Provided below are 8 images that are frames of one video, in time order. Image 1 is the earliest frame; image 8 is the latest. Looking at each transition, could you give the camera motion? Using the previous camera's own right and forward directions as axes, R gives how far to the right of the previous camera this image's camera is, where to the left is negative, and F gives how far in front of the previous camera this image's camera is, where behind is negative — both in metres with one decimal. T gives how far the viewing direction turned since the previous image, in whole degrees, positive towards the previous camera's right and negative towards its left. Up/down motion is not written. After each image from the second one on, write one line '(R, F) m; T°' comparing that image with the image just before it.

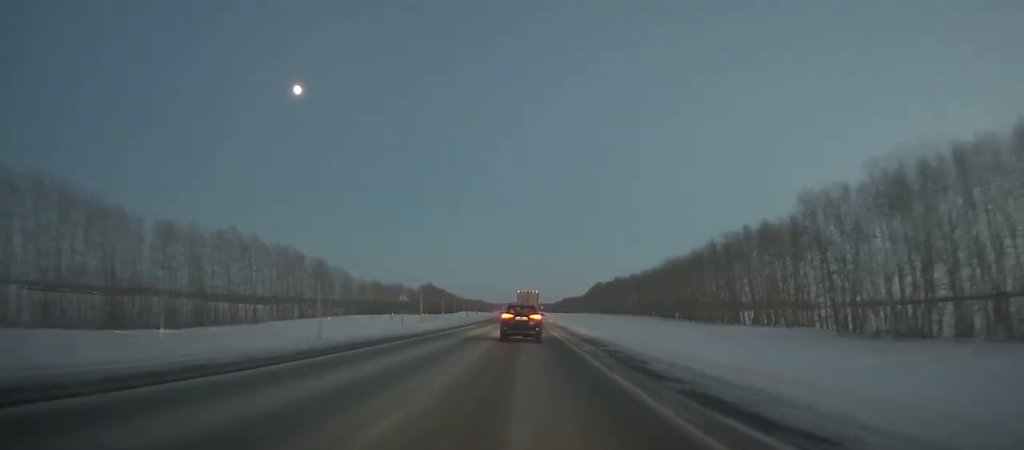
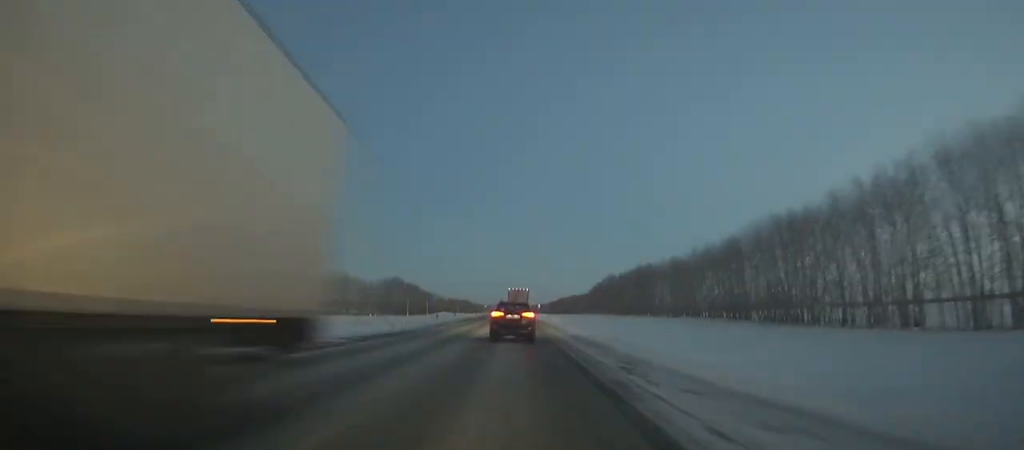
(+0.4, +72.2) m; +1°
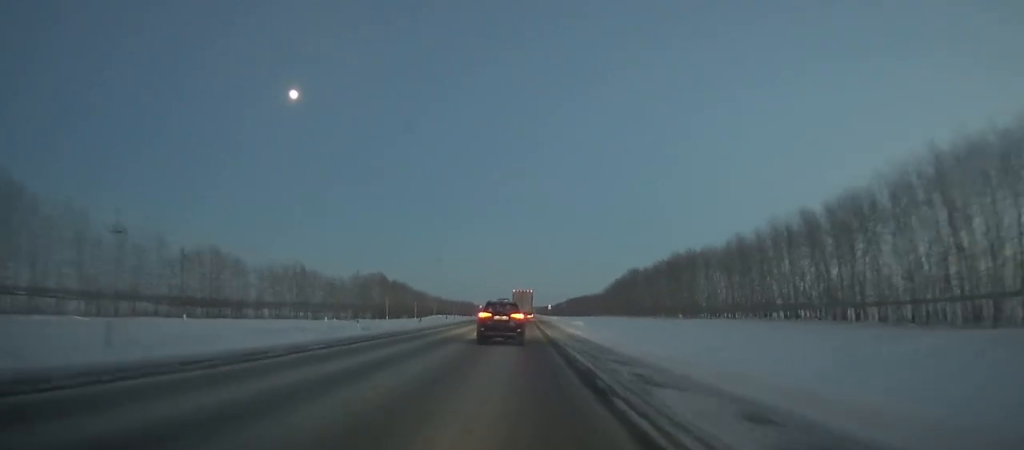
(+0.2, +41.9) m; 0°
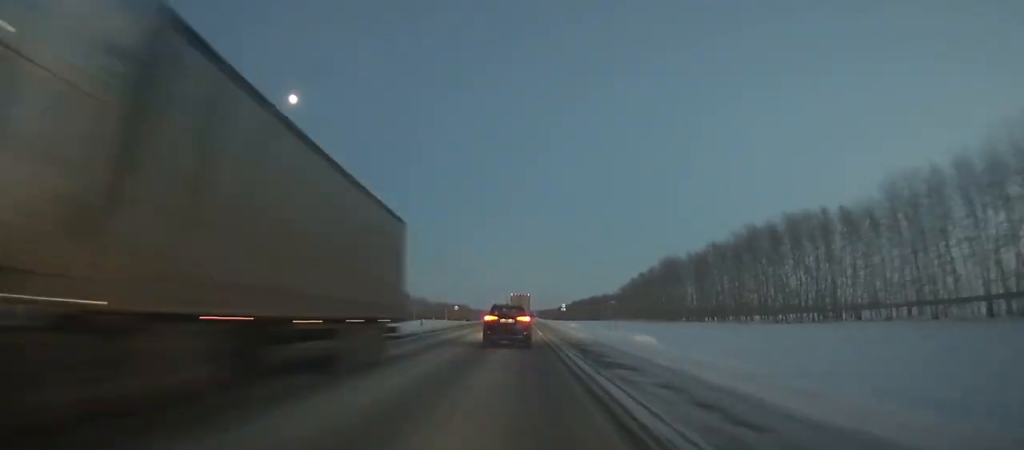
(-0.2, +52.8) m; -1°
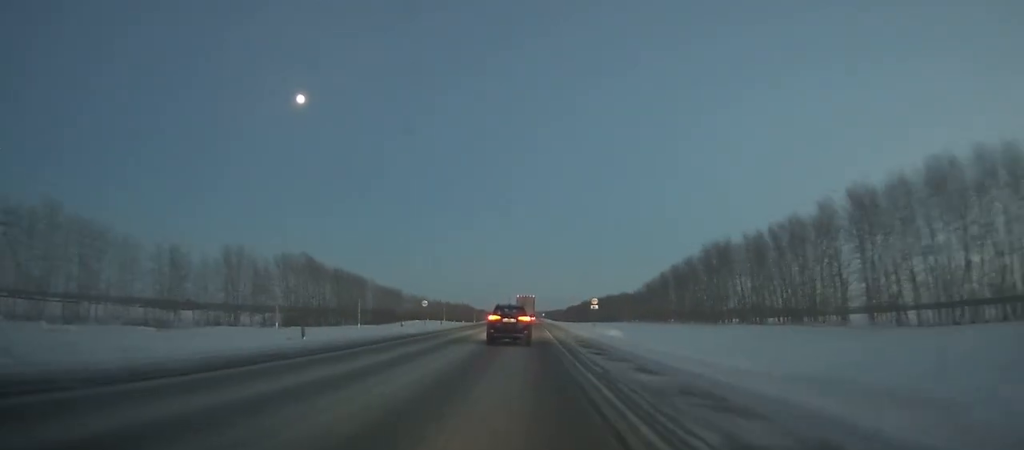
(-0.2, +35.5) m; 0°
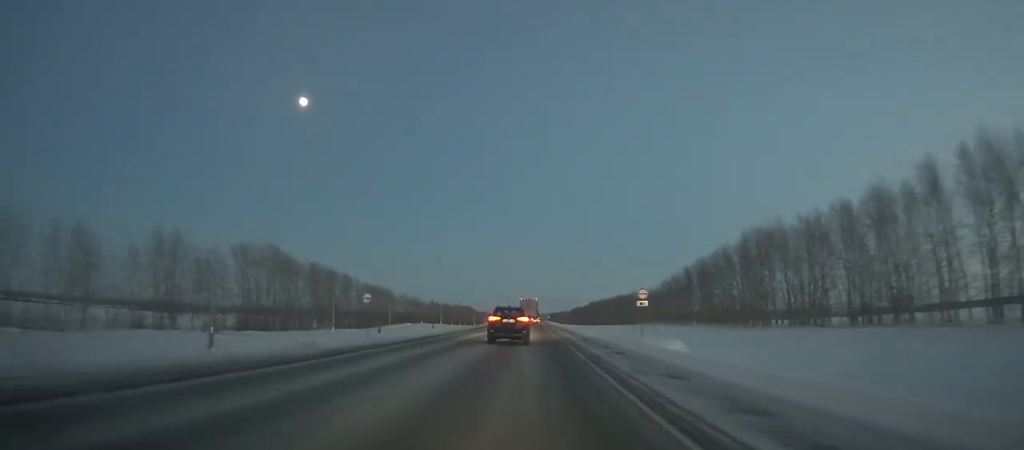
(0.0, +23.7) m; 0°
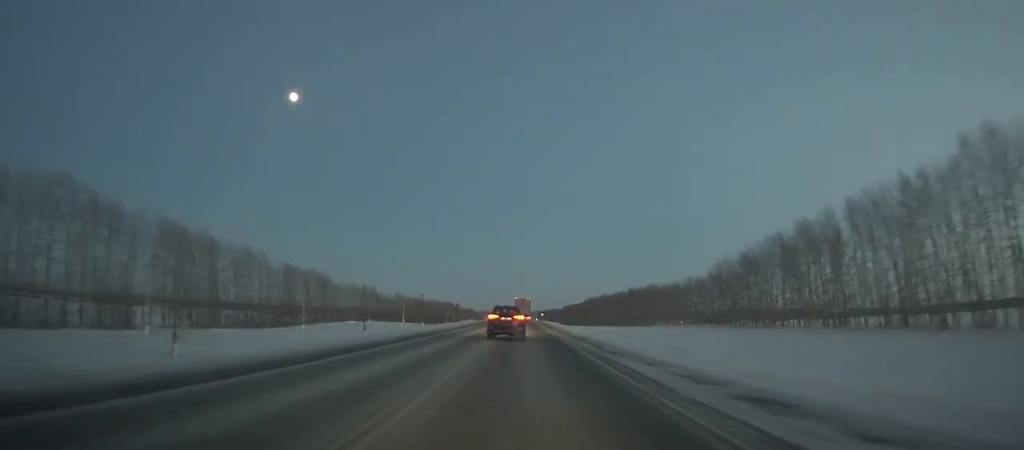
(0.0, +63.5) m; 0°
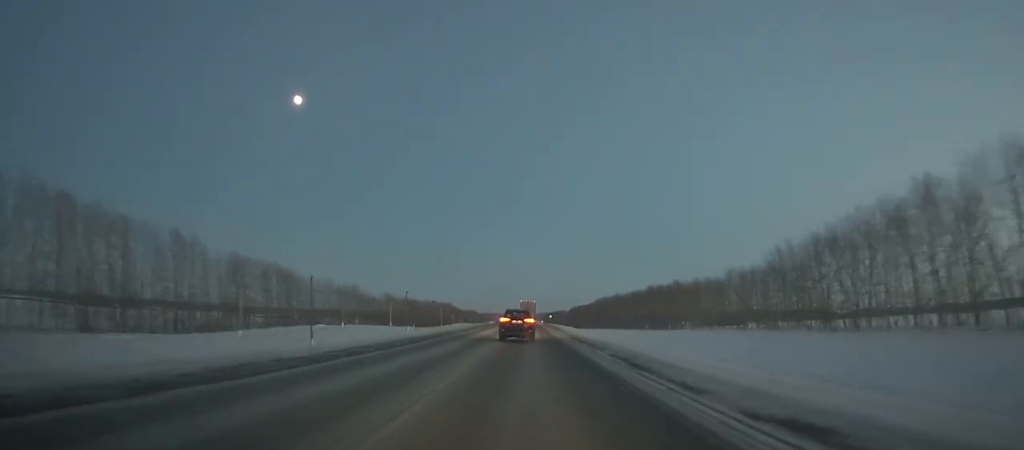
(+0.1, +27.9) m; 0°
